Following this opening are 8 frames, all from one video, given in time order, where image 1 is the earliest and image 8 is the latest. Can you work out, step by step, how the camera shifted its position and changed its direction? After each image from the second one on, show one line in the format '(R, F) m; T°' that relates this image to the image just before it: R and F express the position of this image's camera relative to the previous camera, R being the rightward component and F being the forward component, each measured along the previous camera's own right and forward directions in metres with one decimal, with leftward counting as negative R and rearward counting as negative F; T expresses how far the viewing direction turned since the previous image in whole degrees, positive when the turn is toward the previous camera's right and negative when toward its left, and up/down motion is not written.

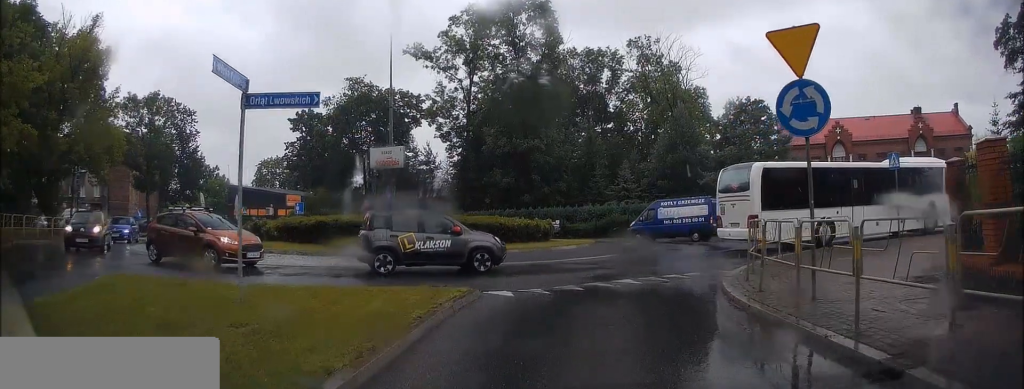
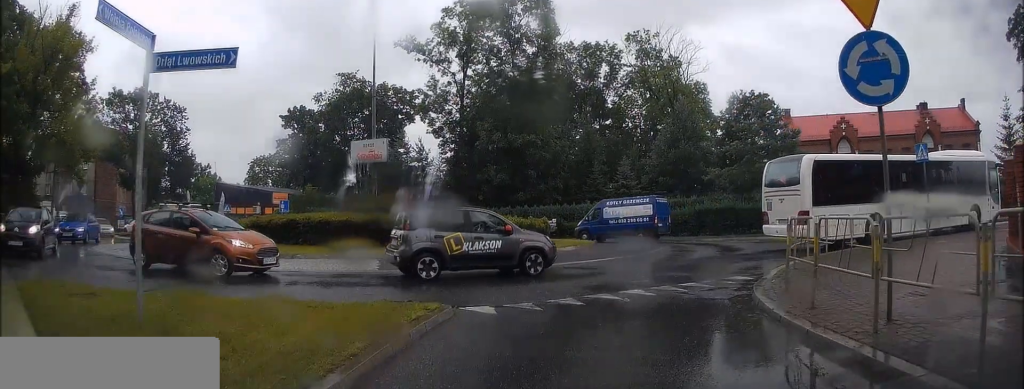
(-0.2, +2.5) m; 0°
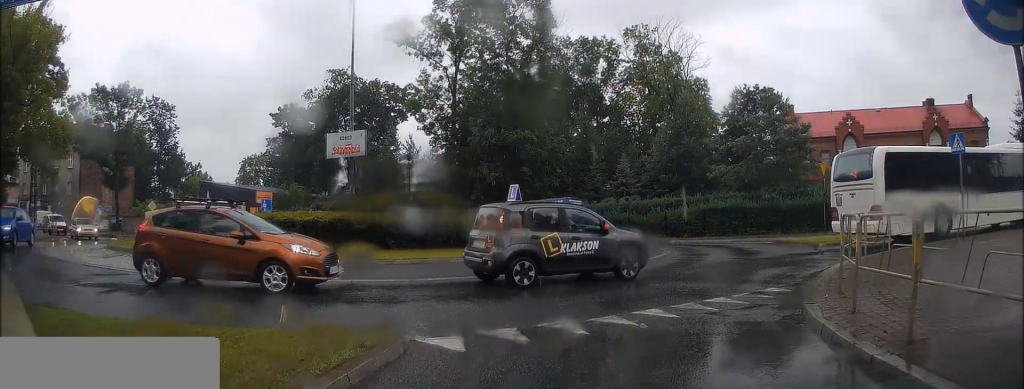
(+0.2, +2.7) m; +4°
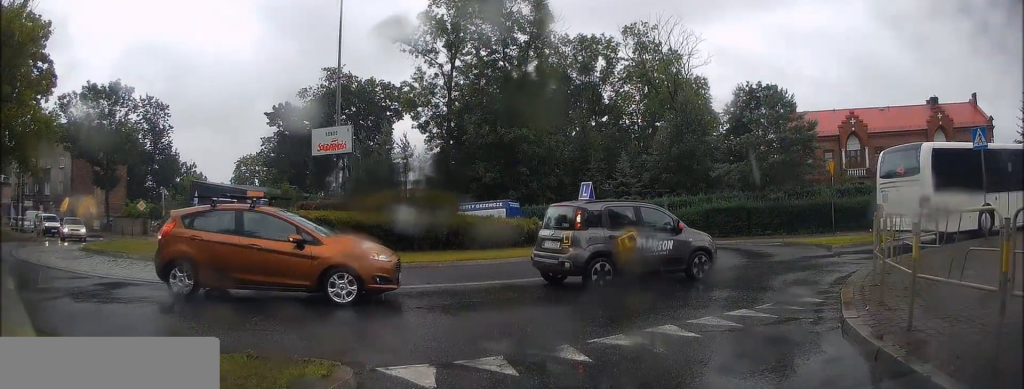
(0.0, +1.5) m; +2°
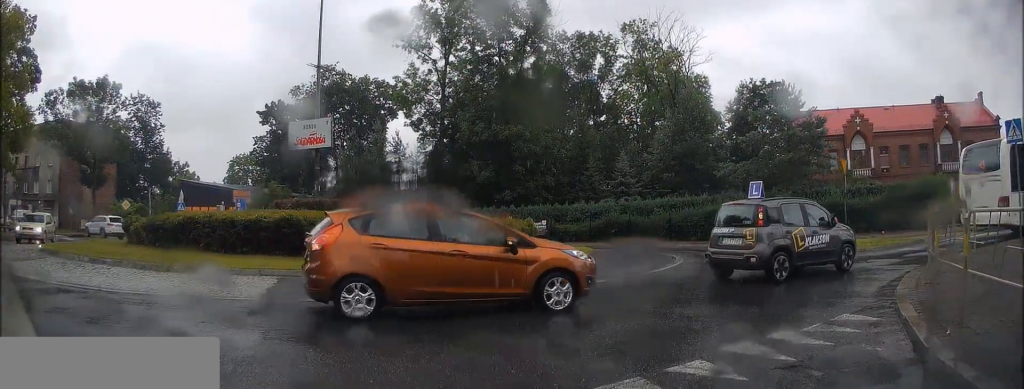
(+0.1, +2.2) m; +1°
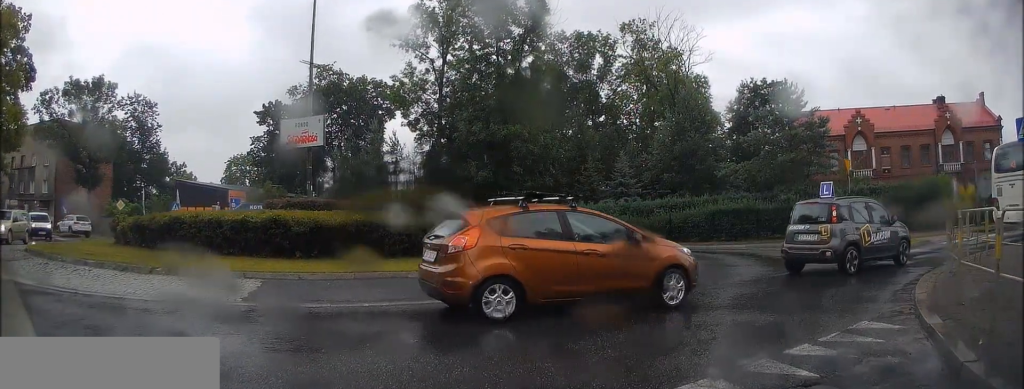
(+0.1, +0.8) m; 0°
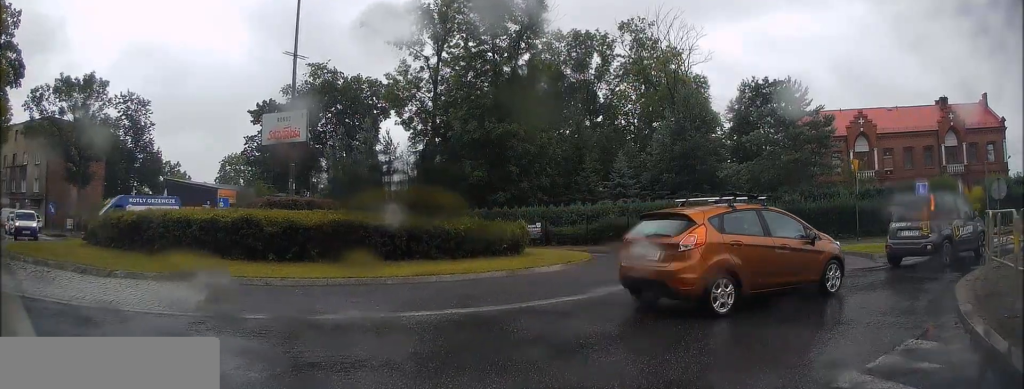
(+0.1, +1.6) m; +2°
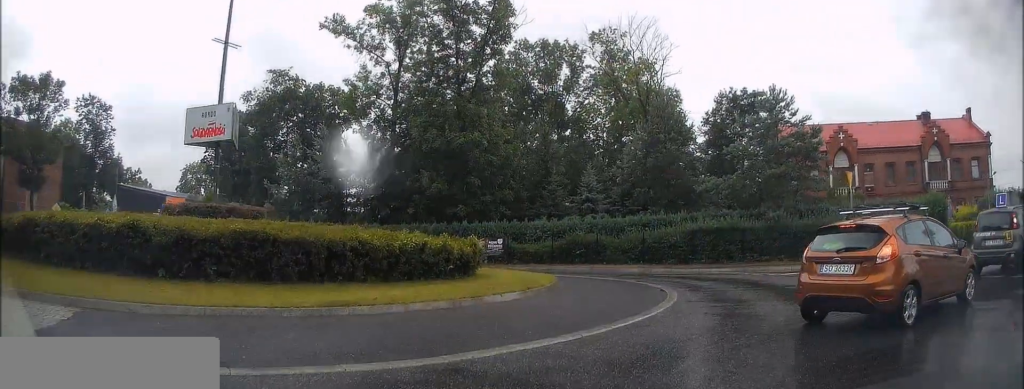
(0.0, +2.8) m; +5°
